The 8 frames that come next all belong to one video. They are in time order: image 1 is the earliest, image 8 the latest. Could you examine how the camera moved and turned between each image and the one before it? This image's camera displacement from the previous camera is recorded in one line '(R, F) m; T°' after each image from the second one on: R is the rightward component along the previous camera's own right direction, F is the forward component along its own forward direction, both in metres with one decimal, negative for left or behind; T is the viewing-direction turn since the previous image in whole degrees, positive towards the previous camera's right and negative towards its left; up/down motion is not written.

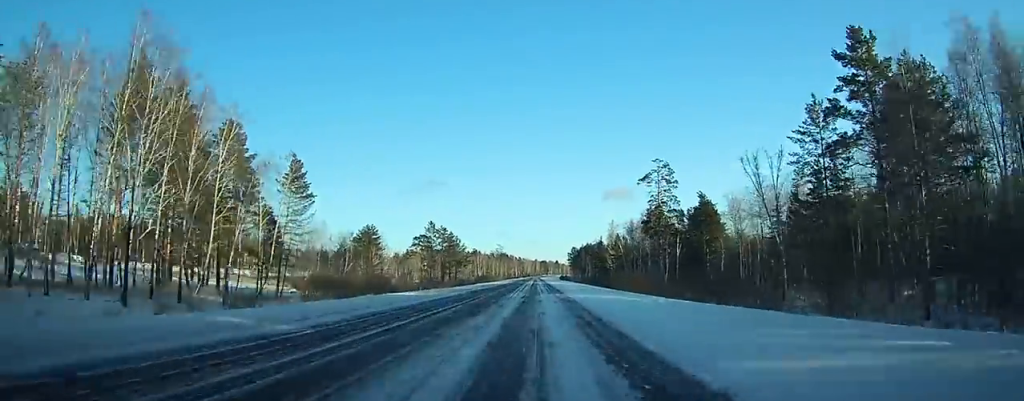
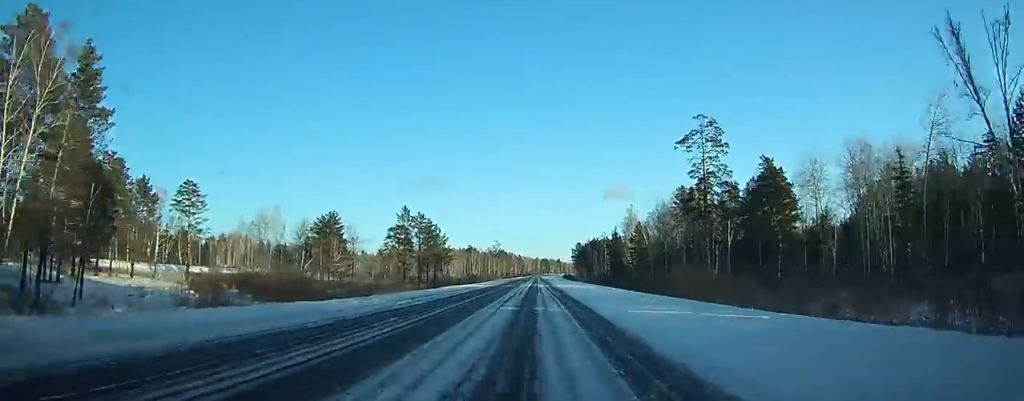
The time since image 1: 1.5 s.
(+0.1, +39.6) m; 0°
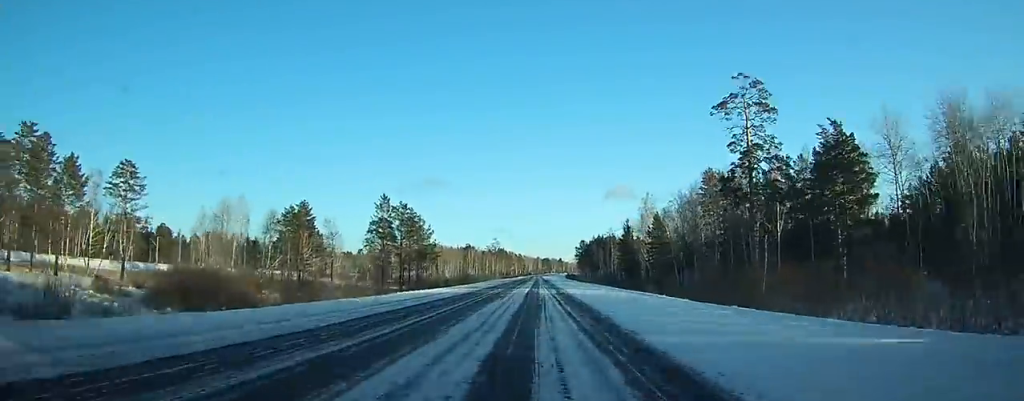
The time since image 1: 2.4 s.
(0.0, +22.4) m; 0°
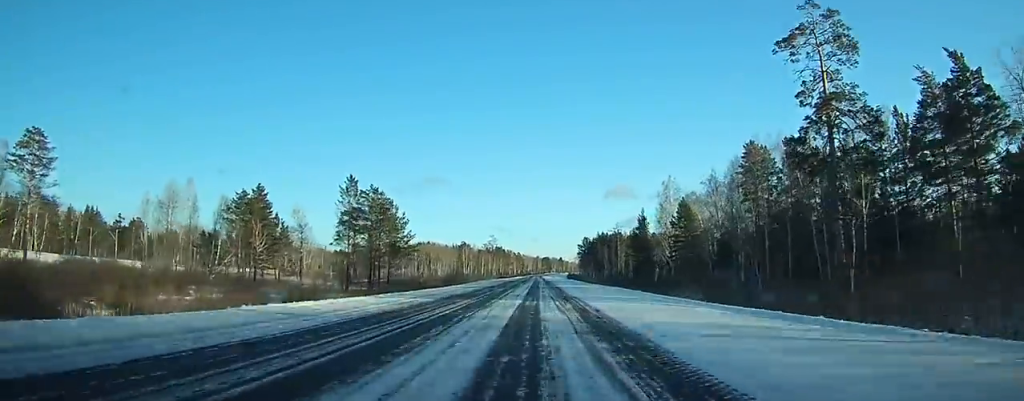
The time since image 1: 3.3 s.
(+0.1, +24.3) m; 0°
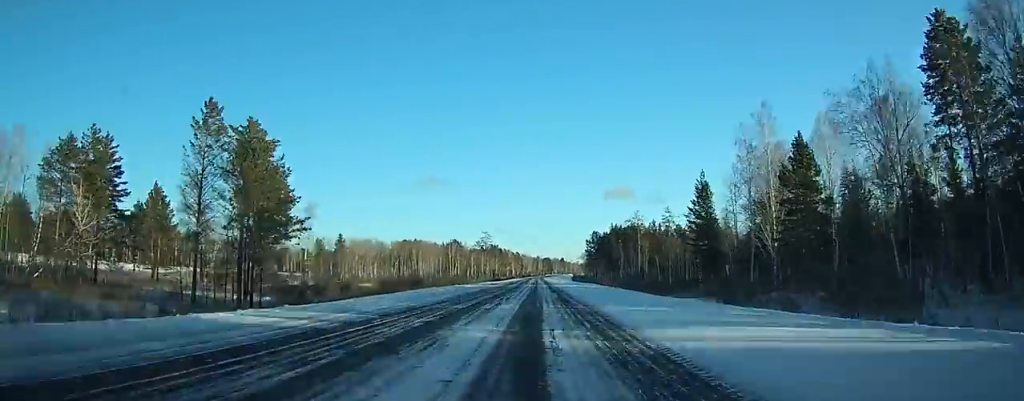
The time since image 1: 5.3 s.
(-0.2, +50.2) m; -1°
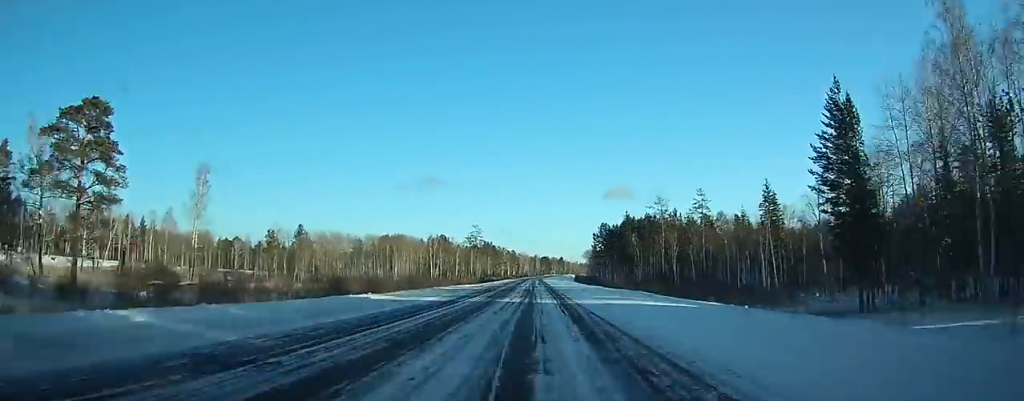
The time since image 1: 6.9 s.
(-0.3, +41.4) m; 0°
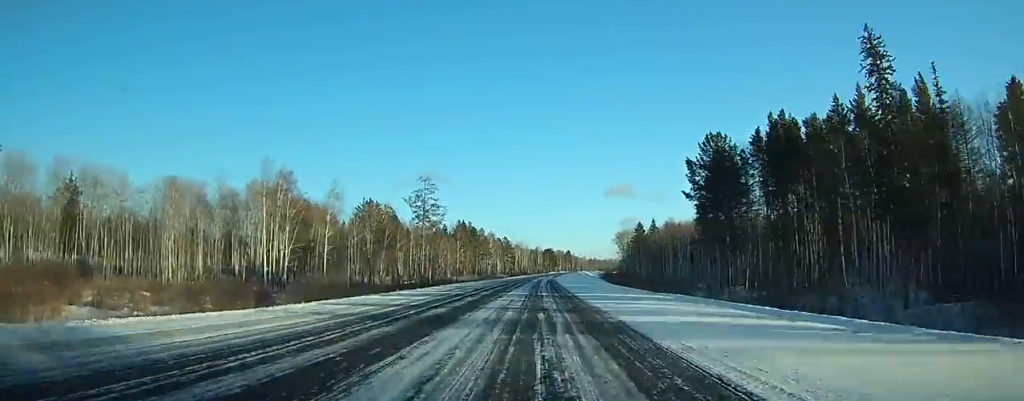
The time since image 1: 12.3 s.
(+0.3, +137.3) m; 0°
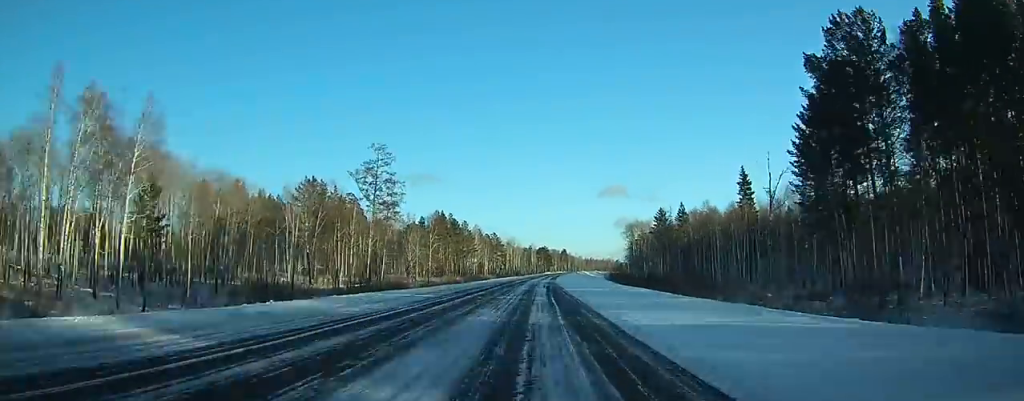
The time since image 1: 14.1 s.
(-0.1, +41.7) m; 0°
